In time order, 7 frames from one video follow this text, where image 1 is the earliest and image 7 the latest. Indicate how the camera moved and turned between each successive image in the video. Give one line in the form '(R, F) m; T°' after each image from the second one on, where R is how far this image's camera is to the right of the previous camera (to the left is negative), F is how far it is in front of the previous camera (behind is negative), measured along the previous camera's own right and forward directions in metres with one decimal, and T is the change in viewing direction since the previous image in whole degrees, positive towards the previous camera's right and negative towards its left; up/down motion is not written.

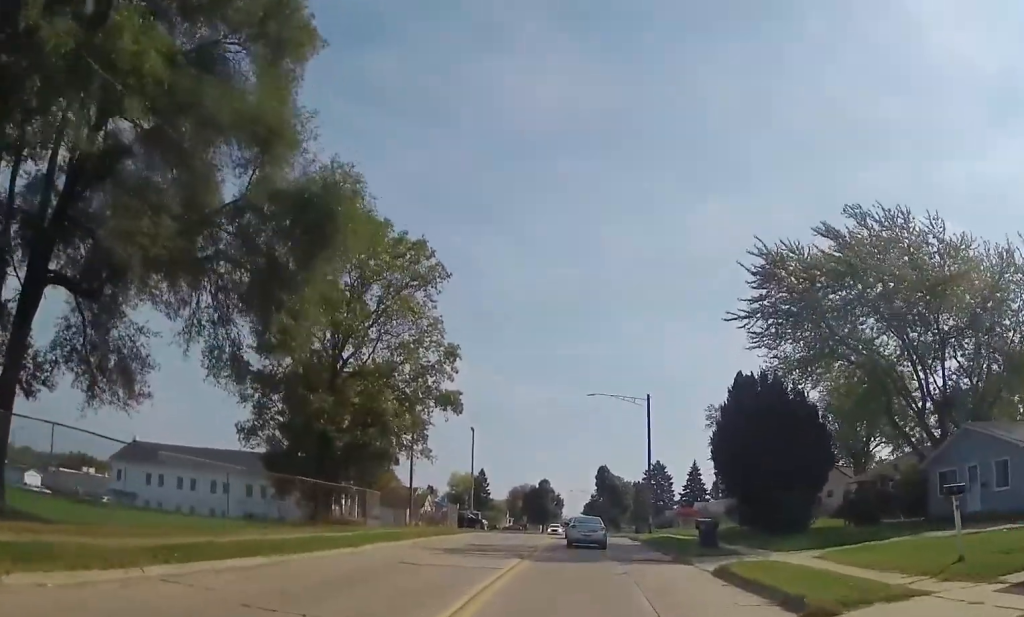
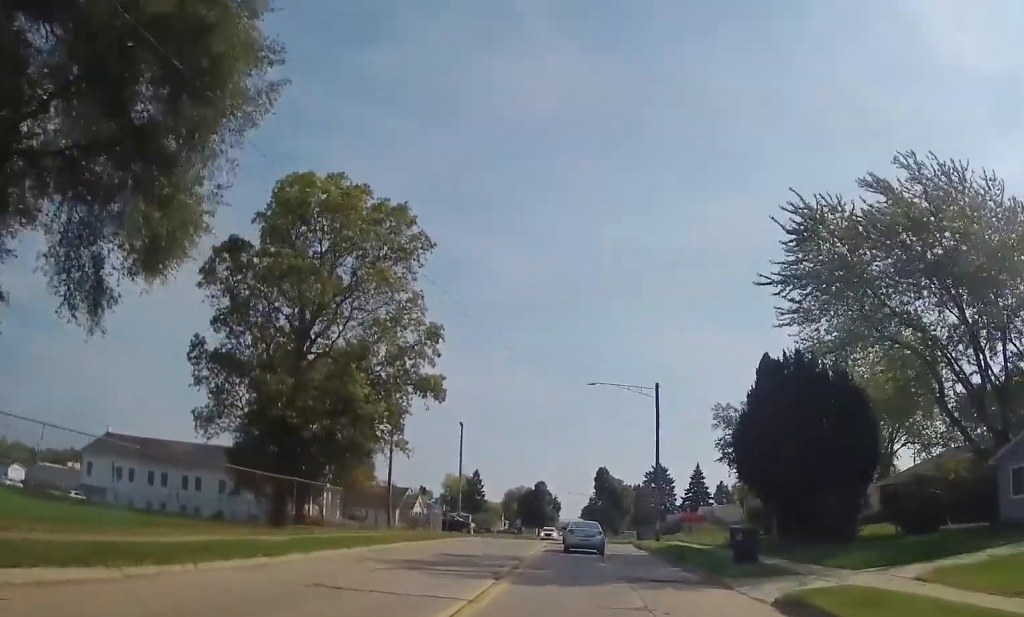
(0.0, +6.5) m; 0°
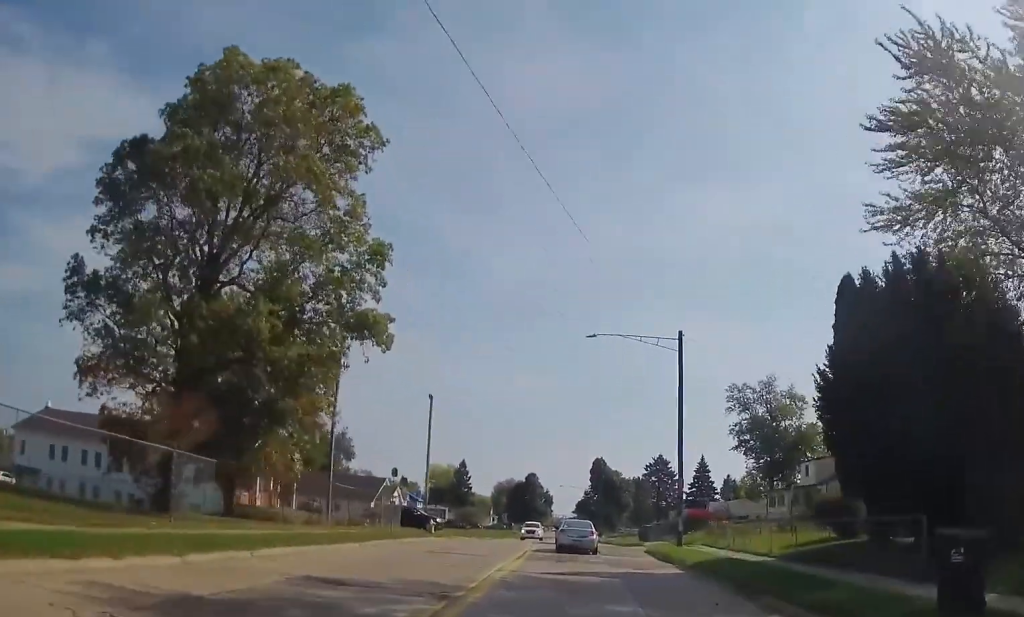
(0.0, +12.4) m; 0°
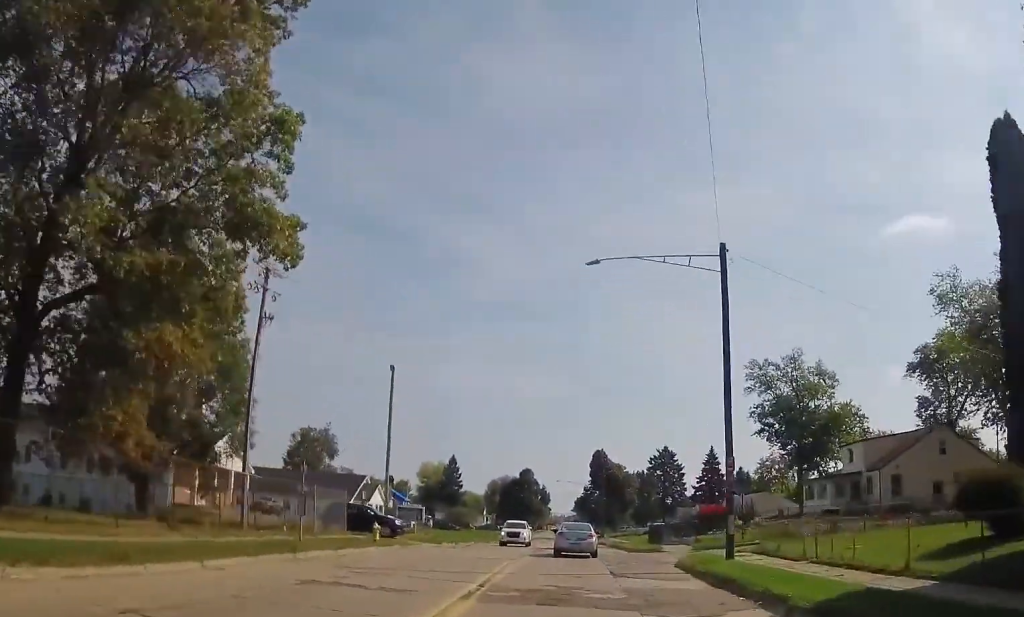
(0.0, +11.2) m; +1°
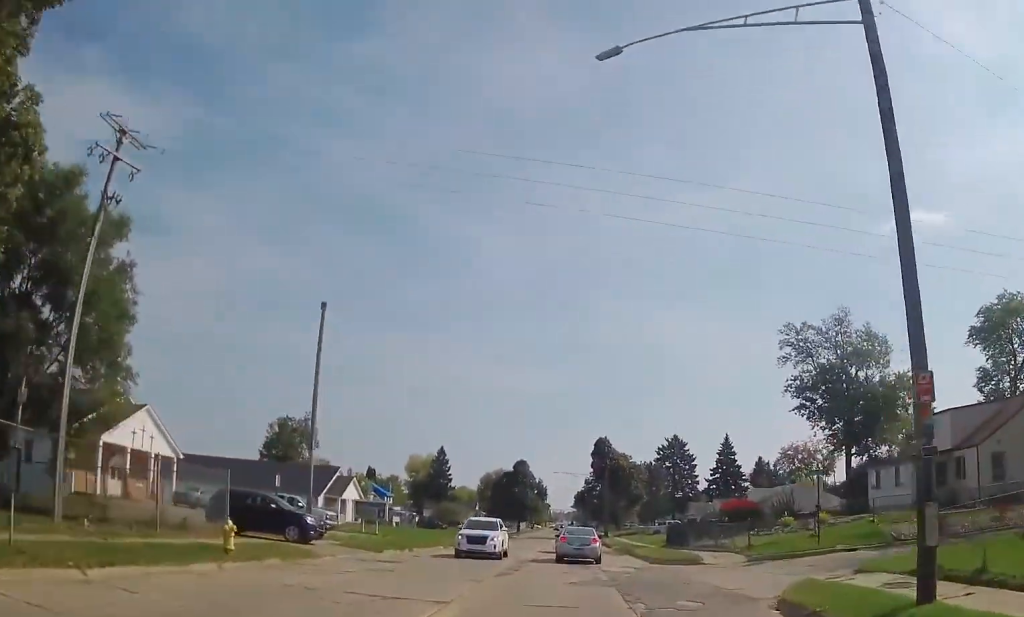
(+0.3, +12.9) m; +2°
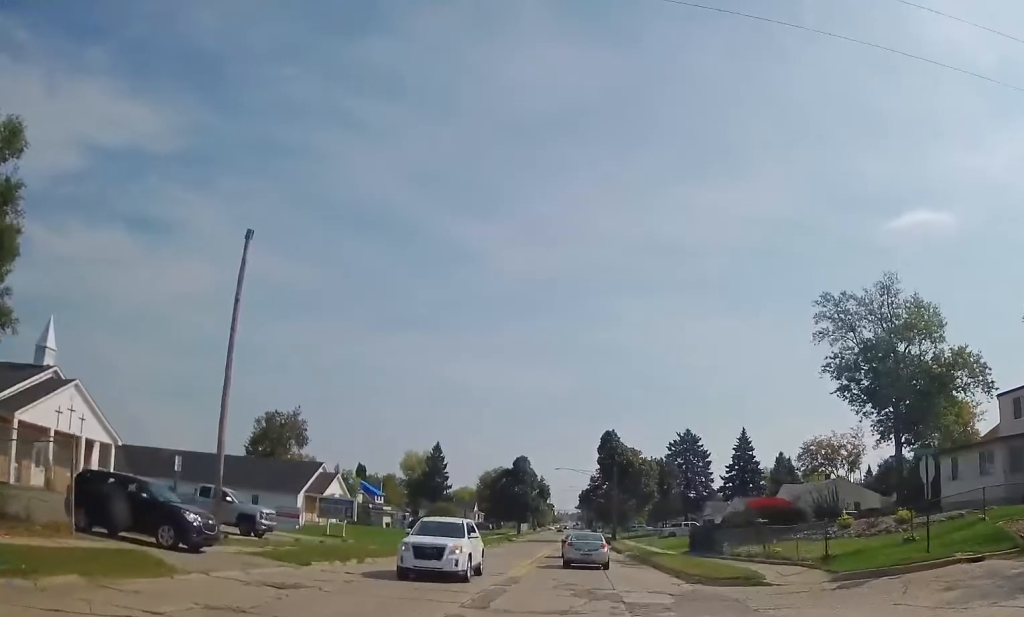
(+0.2, +8.8) m; -1°
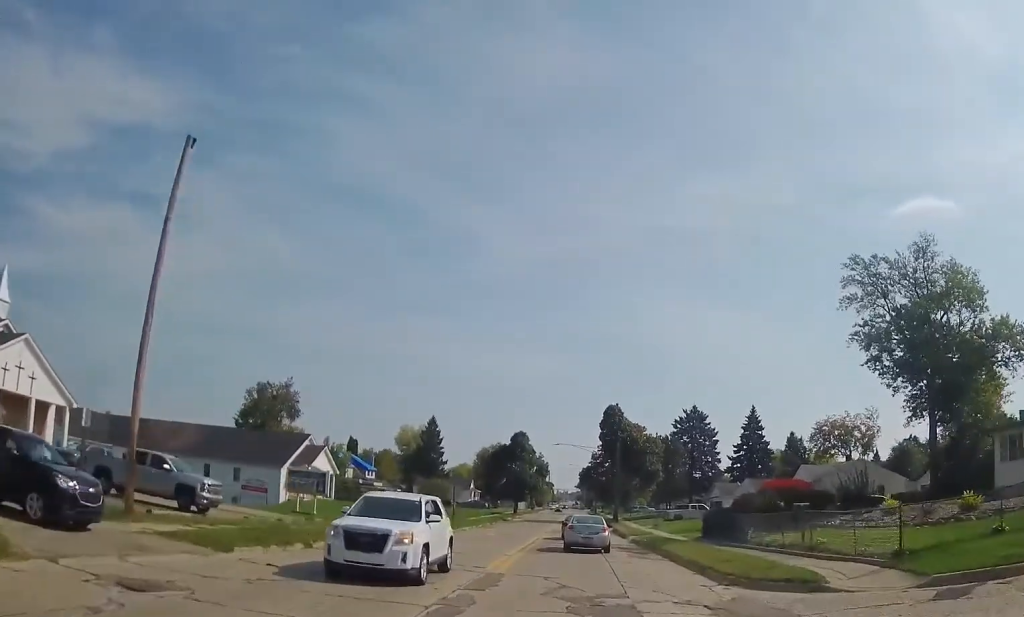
(-0.2, +5.1) m; -1°
